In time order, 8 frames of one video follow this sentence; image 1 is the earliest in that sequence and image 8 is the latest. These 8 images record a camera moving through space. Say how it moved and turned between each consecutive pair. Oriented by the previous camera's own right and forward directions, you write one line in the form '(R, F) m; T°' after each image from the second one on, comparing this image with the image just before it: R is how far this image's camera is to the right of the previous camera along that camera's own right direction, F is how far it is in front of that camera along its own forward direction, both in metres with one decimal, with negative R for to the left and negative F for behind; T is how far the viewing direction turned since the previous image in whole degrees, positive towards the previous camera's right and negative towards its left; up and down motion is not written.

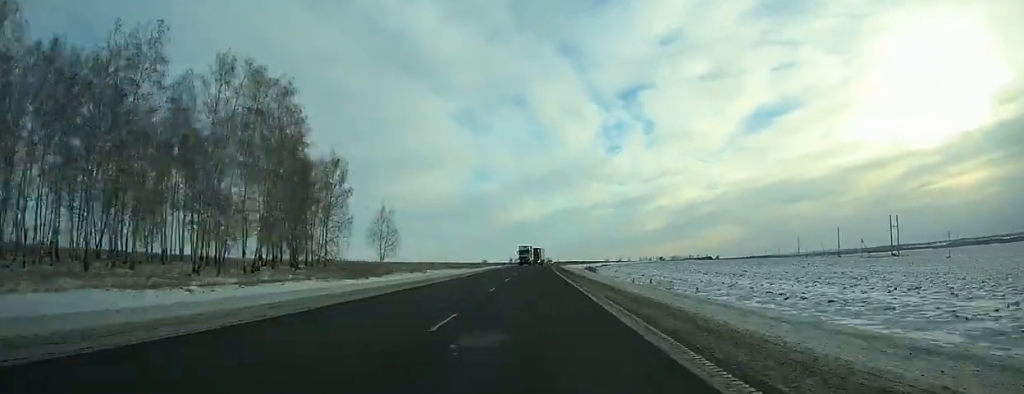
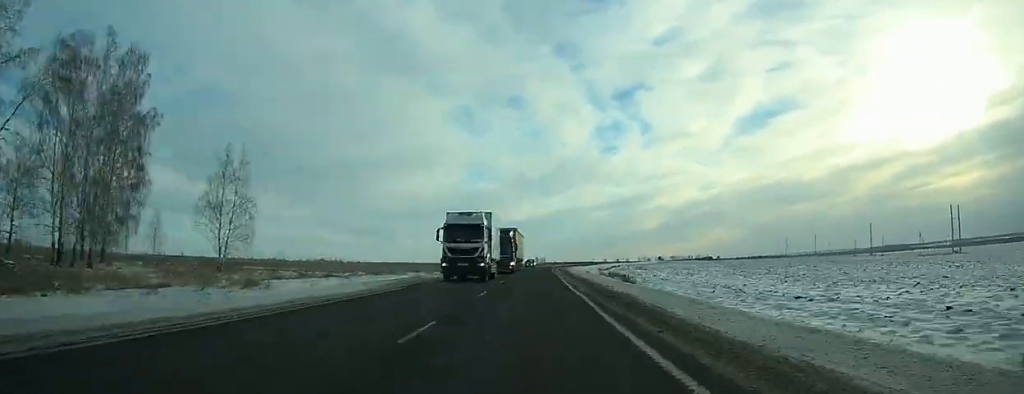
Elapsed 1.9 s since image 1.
(+0.2, +51.8) m; 0°
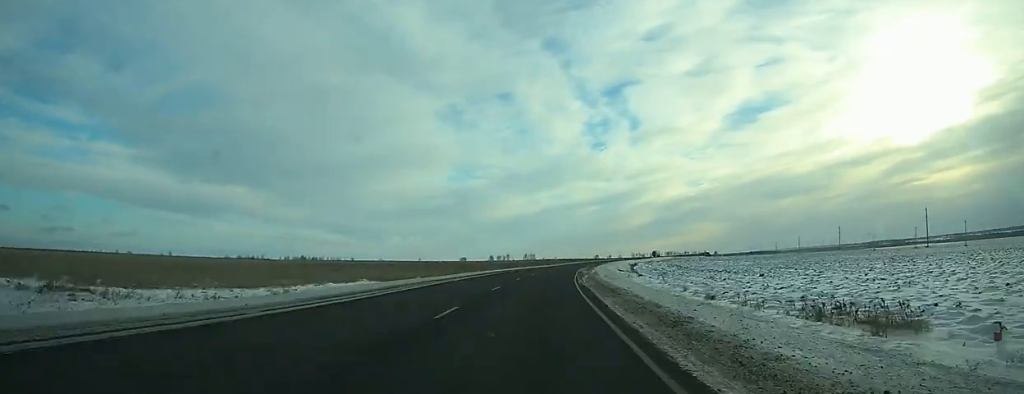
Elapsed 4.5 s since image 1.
(+0.6, +66.1) m; +2°
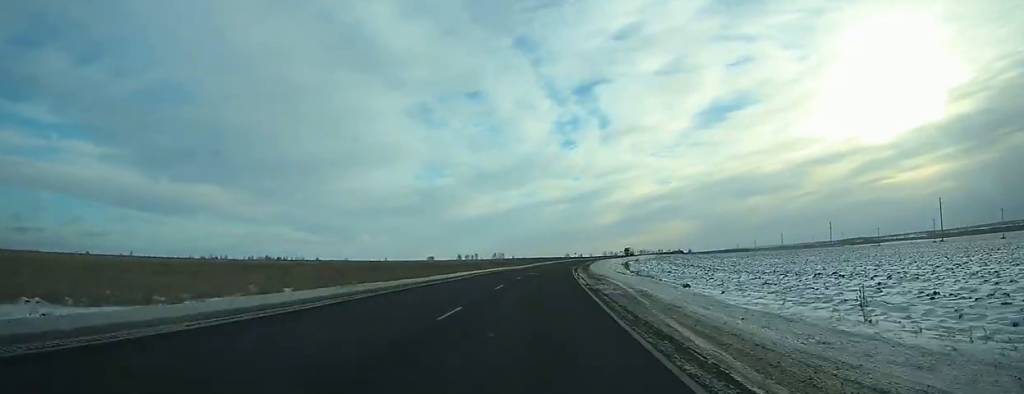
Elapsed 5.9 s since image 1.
(+0.3, +35.3) m; +2°
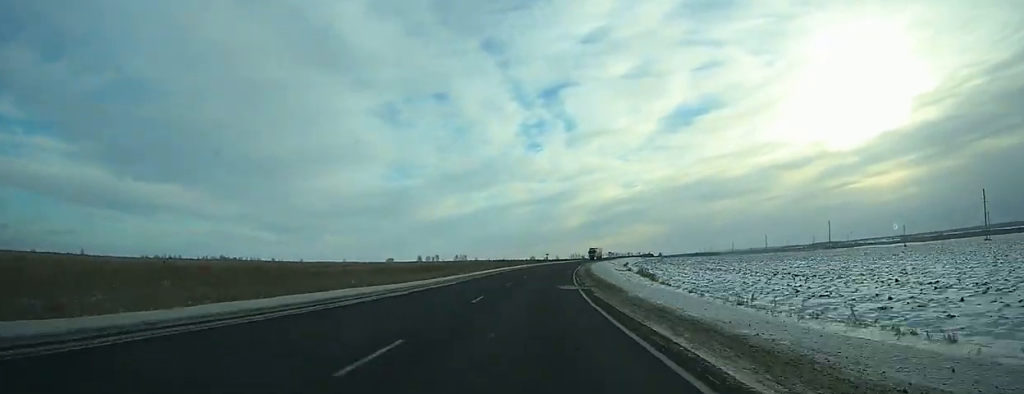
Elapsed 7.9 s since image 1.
(+1.3, +54.5) m; +3°
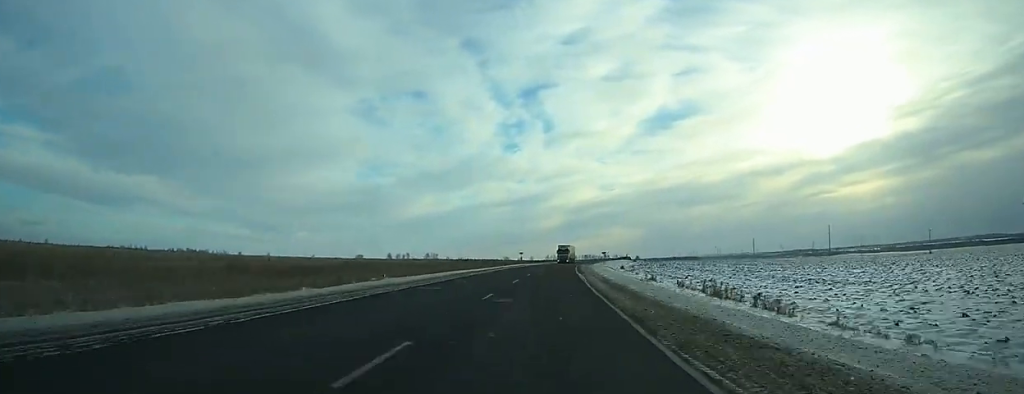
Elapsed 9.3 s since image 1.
(+1.1, +39.7) m; +2°
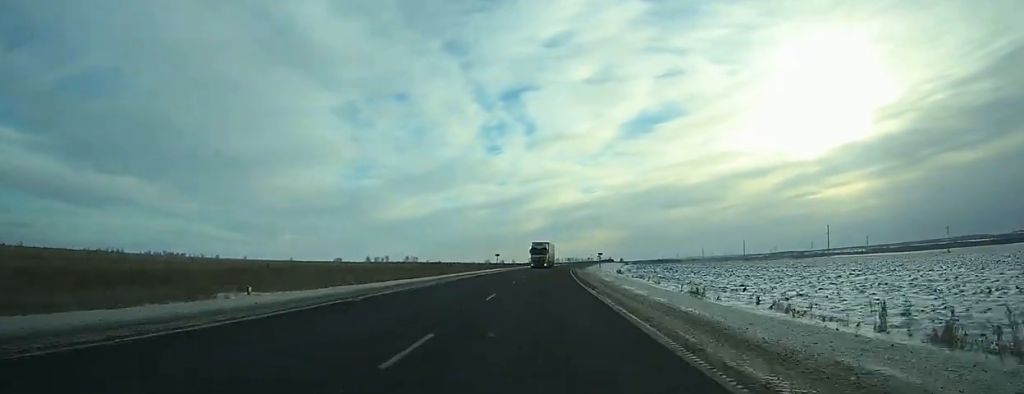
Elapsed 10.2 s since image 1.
(-0.1, +25.0) m; +2°
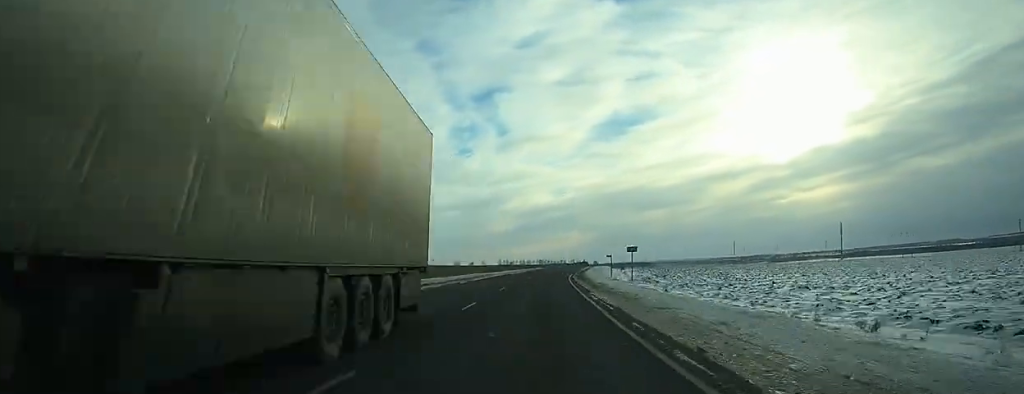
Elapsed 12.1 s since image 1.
(+1.7, +58.9) m; +3°
